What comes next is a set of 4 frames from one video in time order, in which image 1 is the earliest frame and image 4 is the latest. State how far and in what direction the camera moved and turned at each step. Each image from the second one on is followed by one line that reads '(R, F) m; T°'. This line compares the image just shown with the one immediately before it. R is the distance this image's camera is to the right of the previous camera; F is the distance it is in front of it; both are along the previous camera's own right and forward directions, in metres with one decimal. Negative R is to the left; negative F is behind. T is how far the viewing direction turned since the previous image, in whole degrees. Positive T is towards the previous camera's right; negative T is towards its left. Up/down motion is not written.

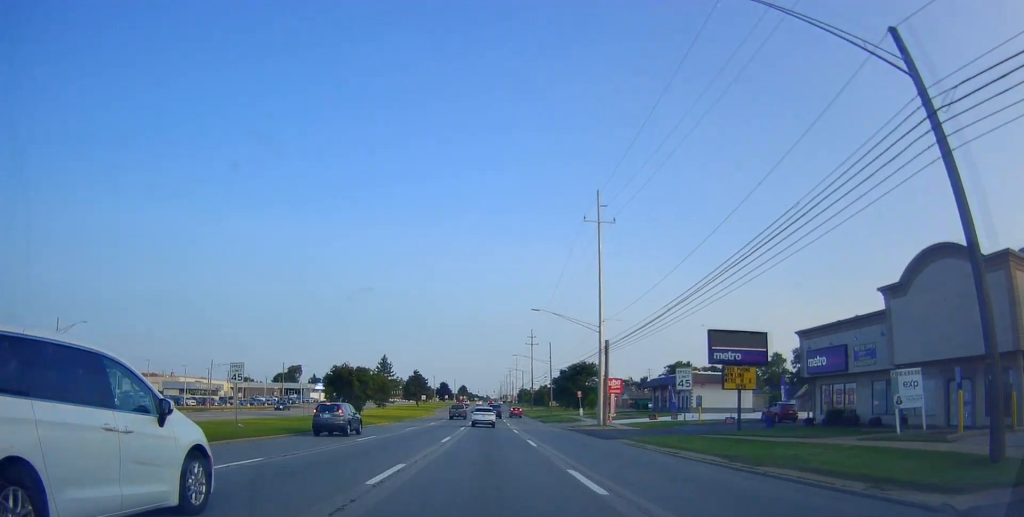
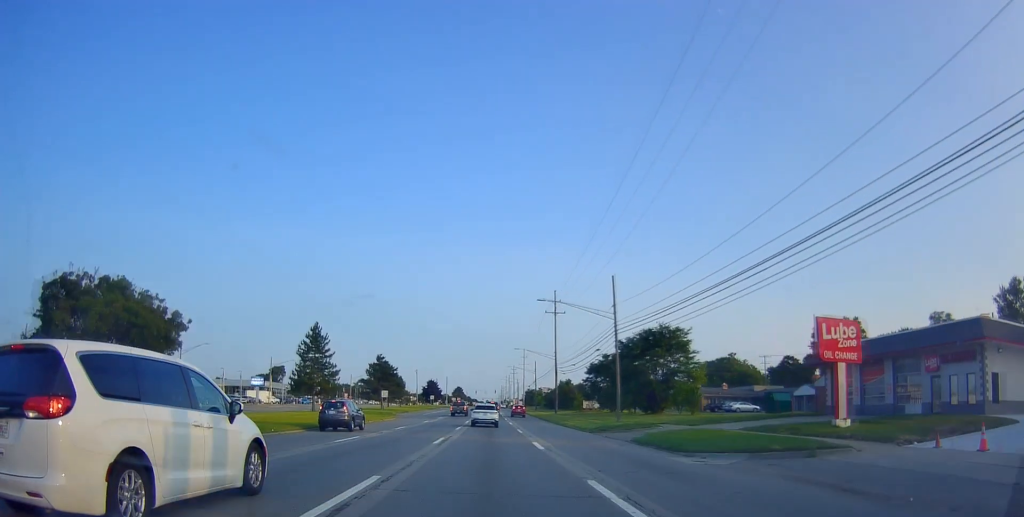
(-0.6, +50.4) m; -1°
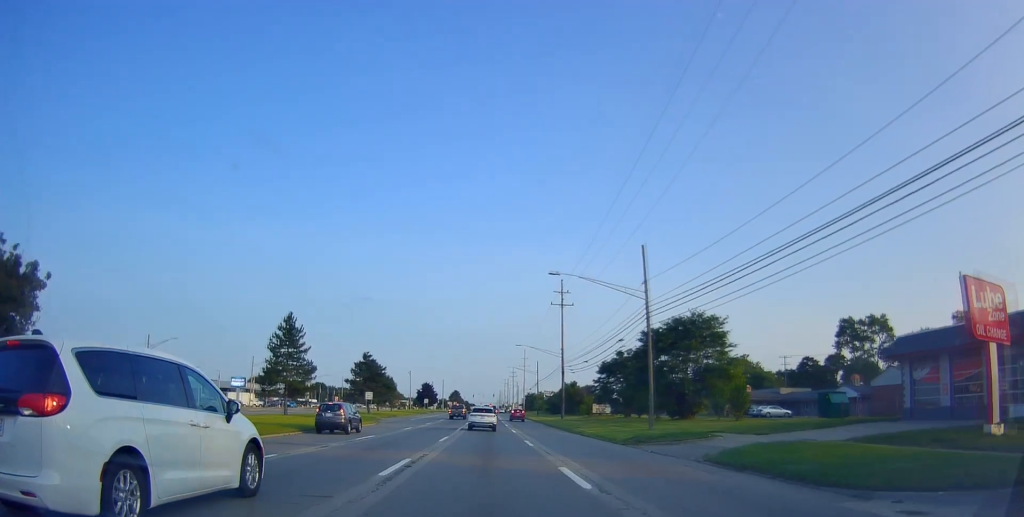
(+0.2, +10.0) m; -1°
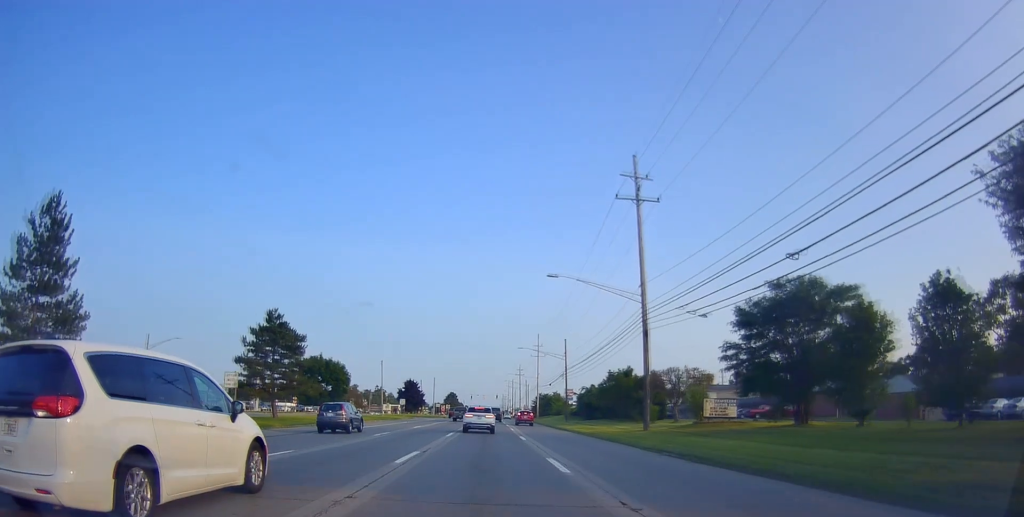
(-0.2, +43.8) m; +1°
